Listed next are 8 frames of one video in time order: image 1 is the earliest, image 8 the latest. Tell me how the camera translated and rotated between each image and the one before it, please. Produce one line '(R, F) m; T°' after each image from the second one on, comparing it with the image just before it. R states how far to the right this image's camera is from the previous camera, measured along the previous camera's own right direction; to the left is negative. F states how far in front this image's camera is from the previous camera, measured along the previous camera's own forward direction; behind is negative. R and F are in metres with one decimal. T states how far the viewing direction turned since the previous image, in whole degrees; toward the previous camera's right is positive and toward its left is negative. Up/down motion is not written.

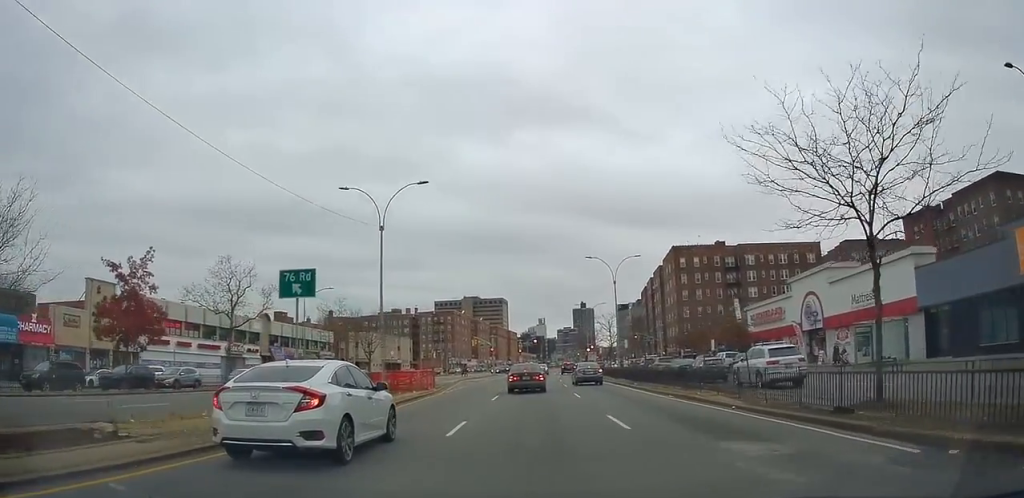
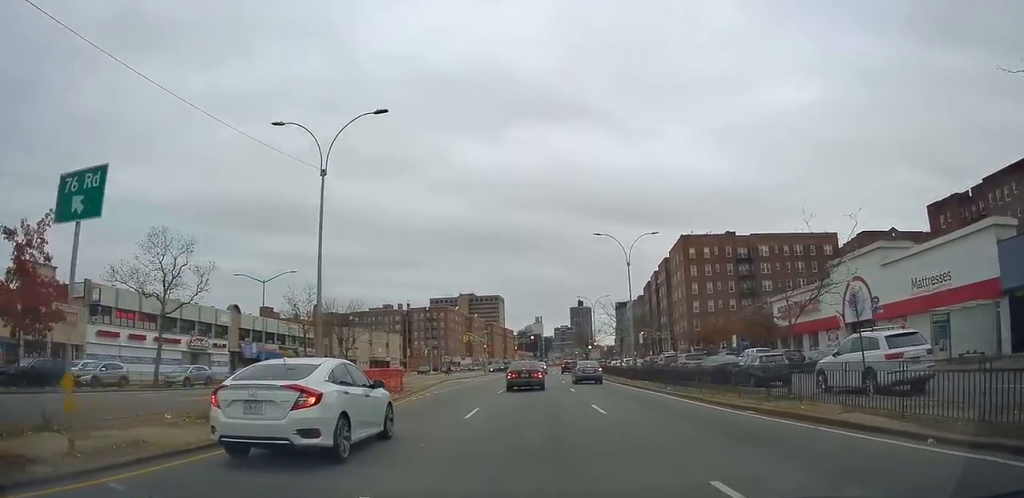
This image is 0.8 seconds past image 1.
(+0.2, +9.1) m; +3°
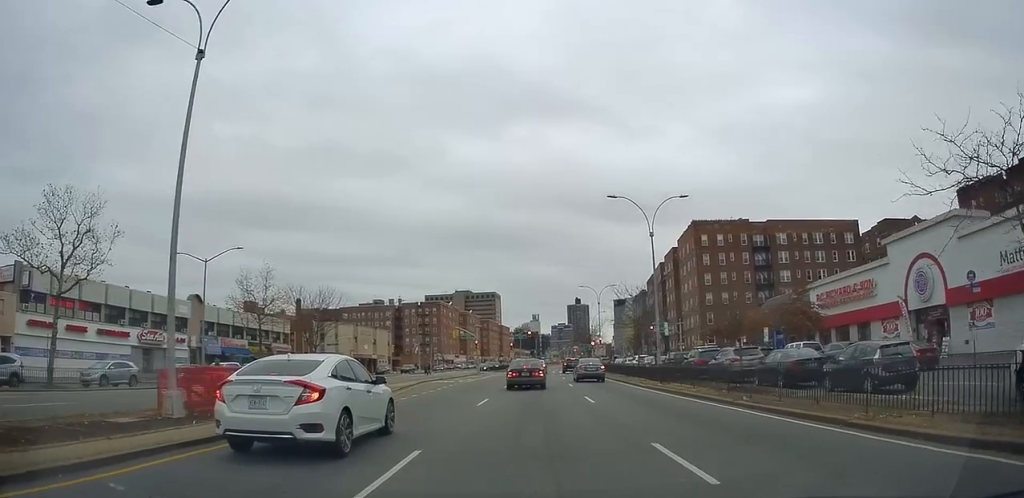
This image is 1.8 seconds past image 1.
(+0.5, +9.9) m; 0°
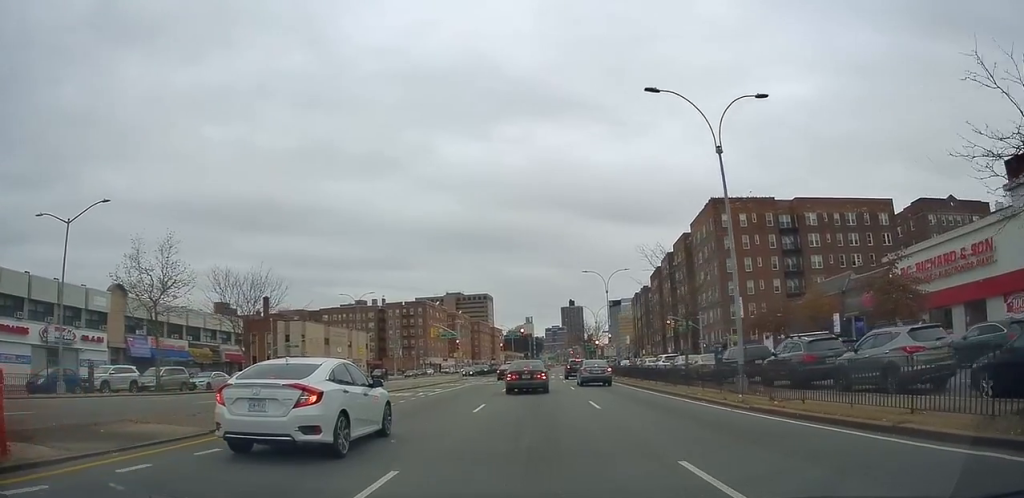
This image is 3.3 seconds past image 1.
(-0.7, +15.1) m; 0°
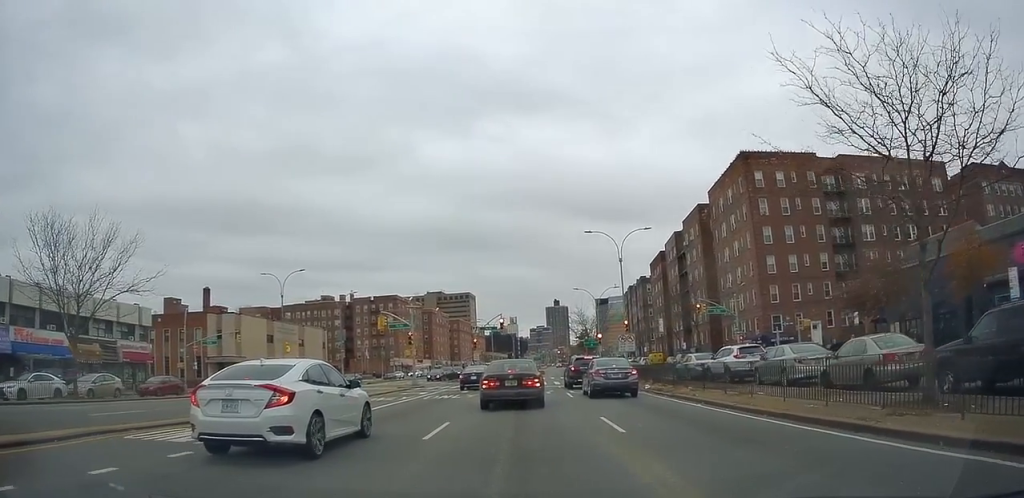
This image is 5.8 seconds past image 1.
(+1.0, +20.3) m; 0°
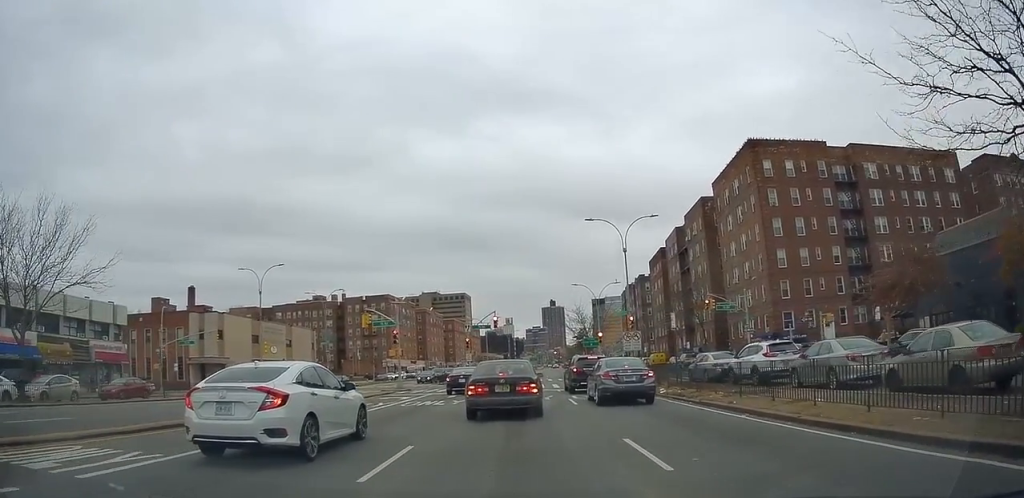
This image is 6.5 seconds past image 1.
(-0.3, +4.7) m; -3°
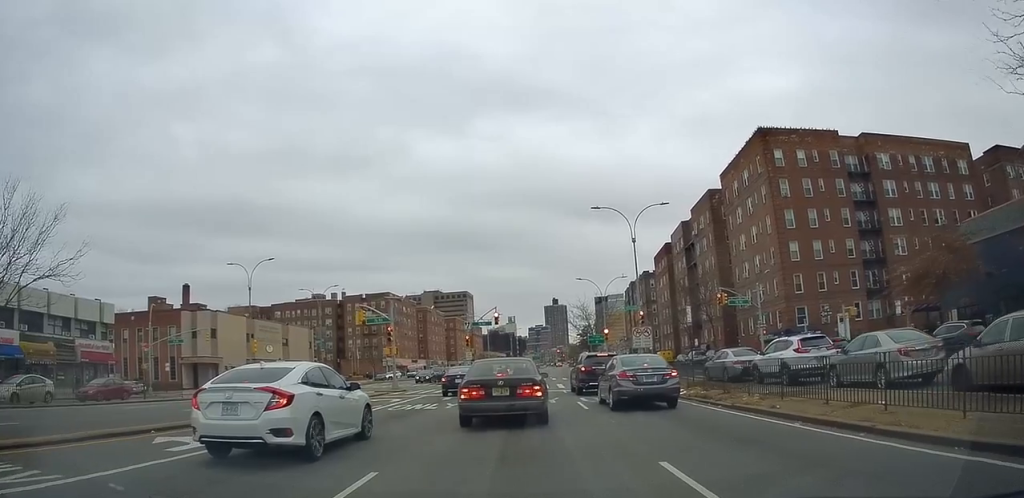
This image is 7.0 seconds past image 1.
(0.0, +3.1) m; +1°
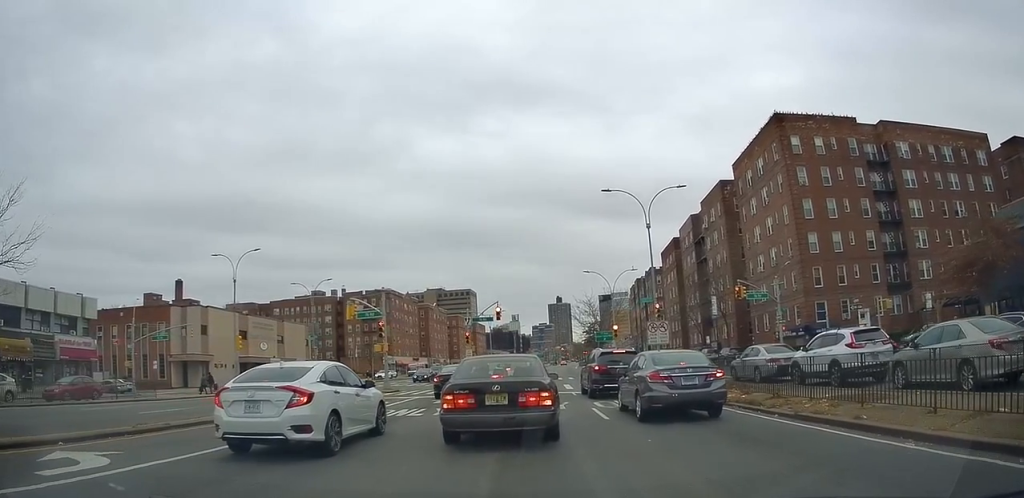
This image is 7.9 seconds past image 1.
(0.0, +4.8) m; +2°
